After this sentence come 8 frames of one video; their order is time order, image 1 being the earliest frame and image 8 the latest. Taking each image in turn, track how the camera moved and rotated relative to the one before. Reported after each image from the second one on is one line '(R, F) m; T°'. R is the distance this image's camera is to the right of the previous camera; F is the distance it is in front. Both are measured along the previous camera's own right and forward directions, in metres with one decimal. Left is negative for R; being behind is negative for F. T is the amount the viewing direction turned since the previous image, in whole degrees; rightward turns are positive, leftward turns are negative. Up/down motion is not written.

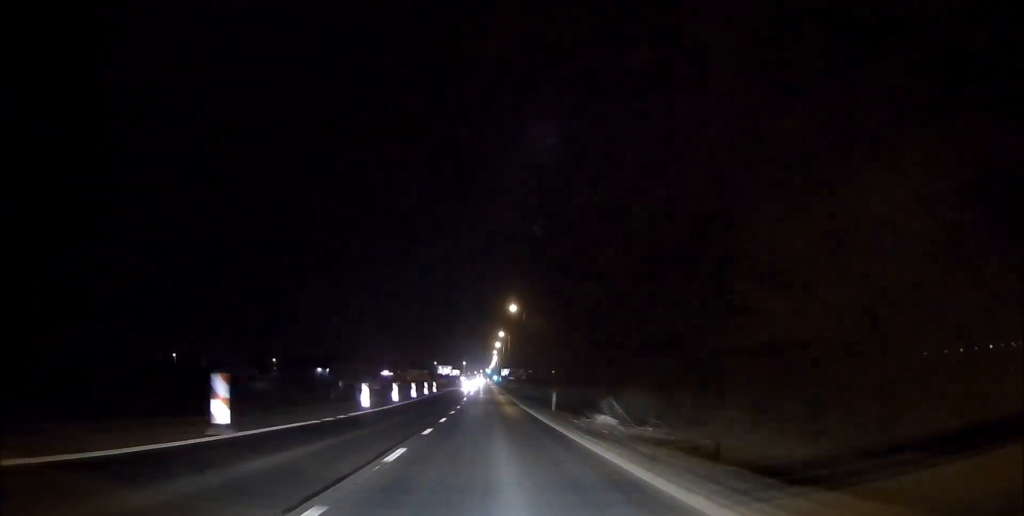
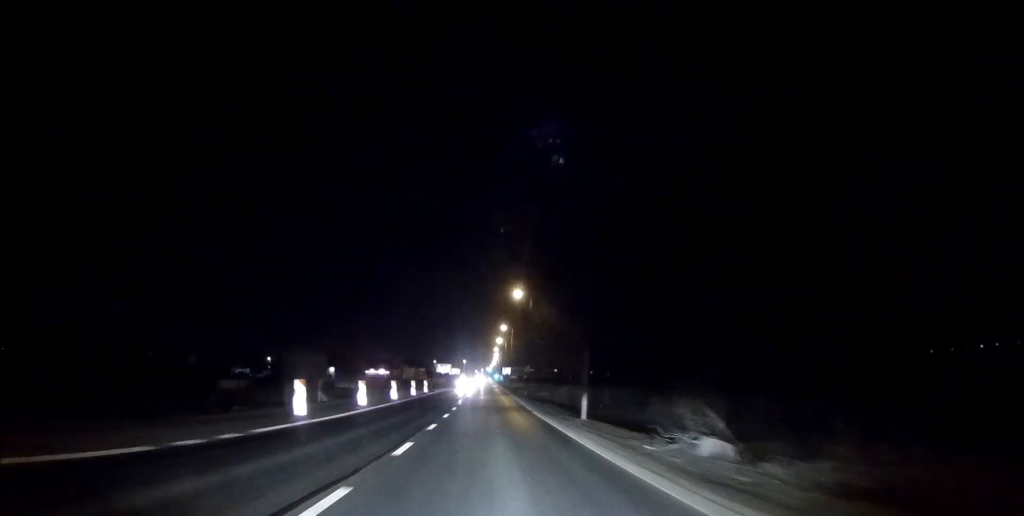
(-0.1, +10.8) m; 0°
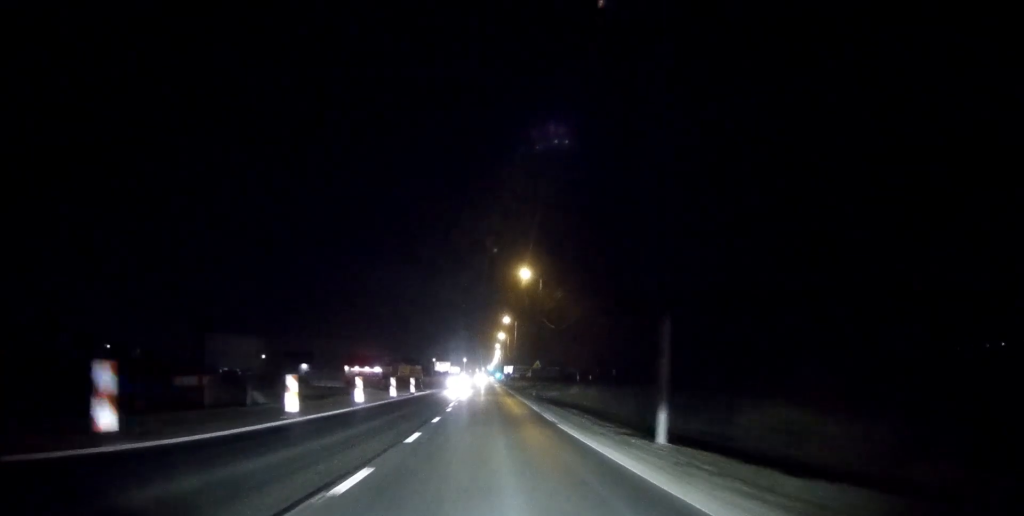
(+0.1, +10.9) m; 0°
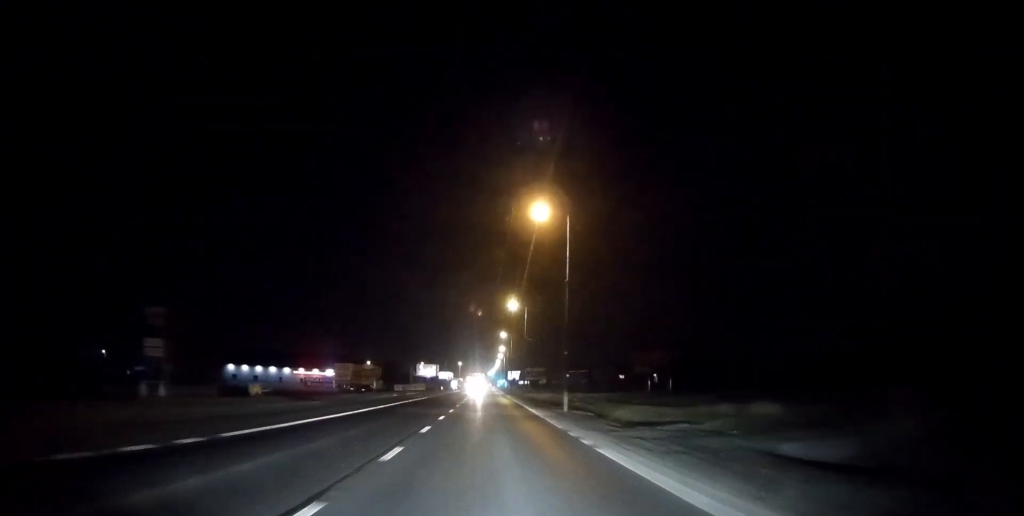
(-0.3, +62.6) m; 0°
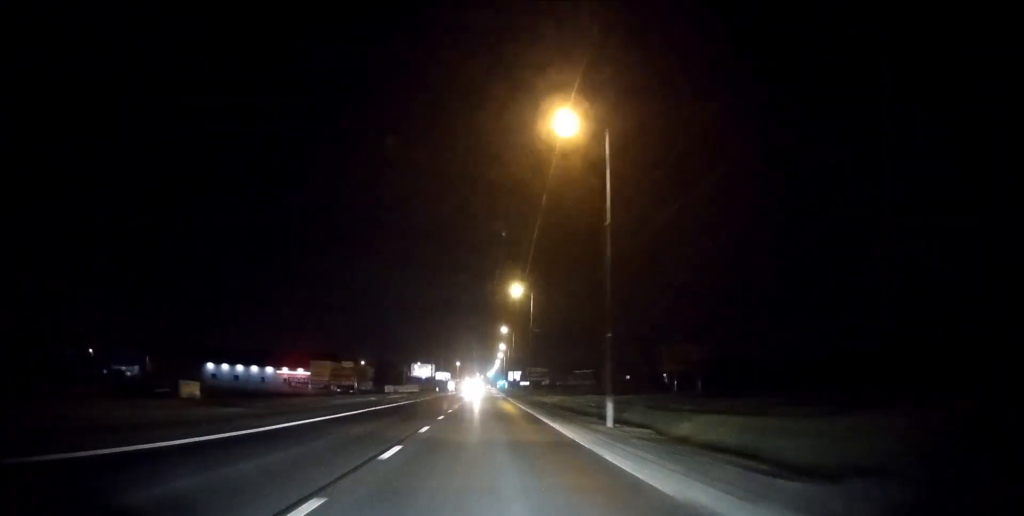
(0.0, +11.6) m; 0°
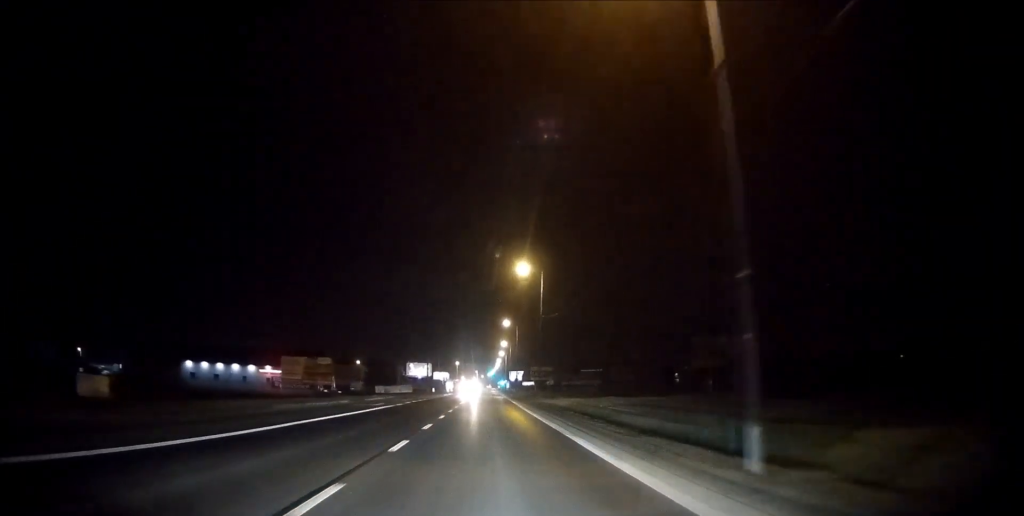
(0.0, +11.0) m; 0°
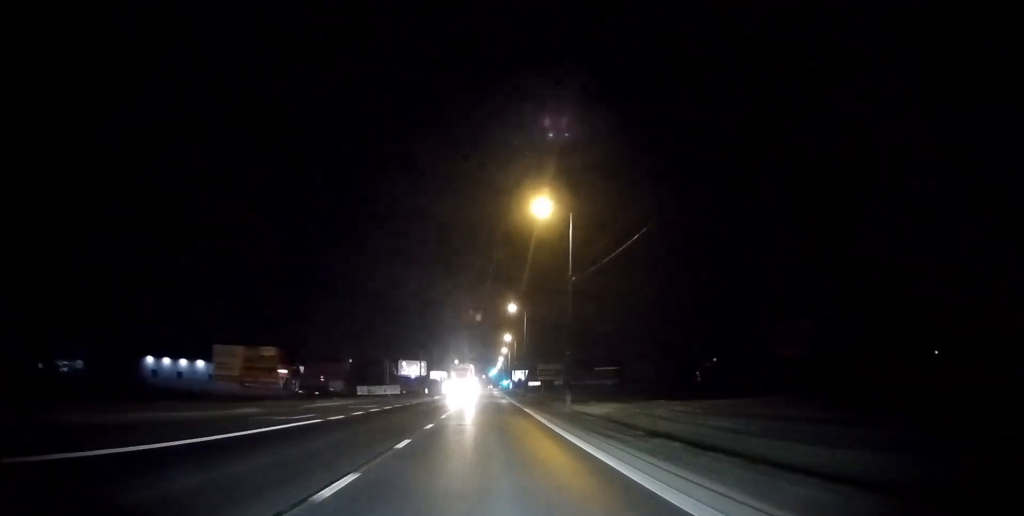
(-0.1, +17.1) m; 0°
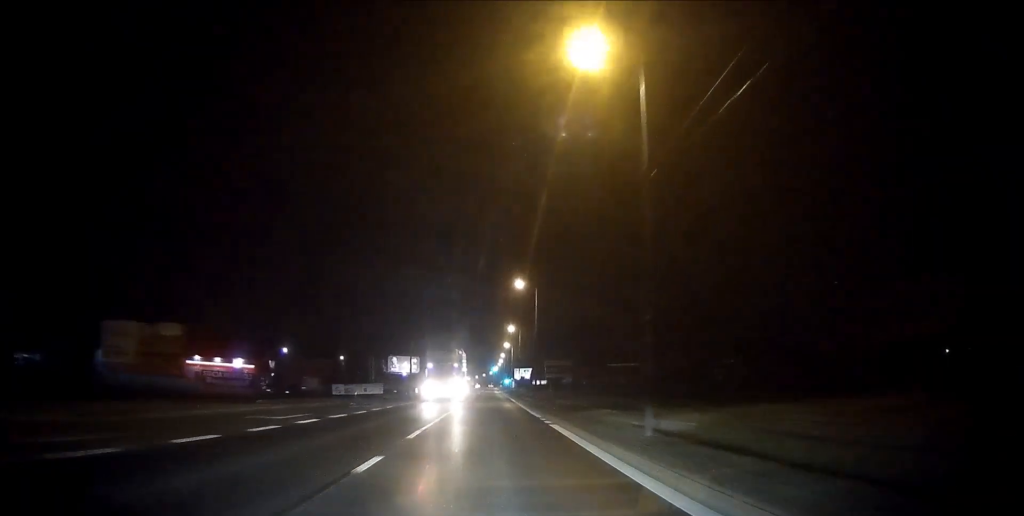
(0.0, +15.8) m; 0°
